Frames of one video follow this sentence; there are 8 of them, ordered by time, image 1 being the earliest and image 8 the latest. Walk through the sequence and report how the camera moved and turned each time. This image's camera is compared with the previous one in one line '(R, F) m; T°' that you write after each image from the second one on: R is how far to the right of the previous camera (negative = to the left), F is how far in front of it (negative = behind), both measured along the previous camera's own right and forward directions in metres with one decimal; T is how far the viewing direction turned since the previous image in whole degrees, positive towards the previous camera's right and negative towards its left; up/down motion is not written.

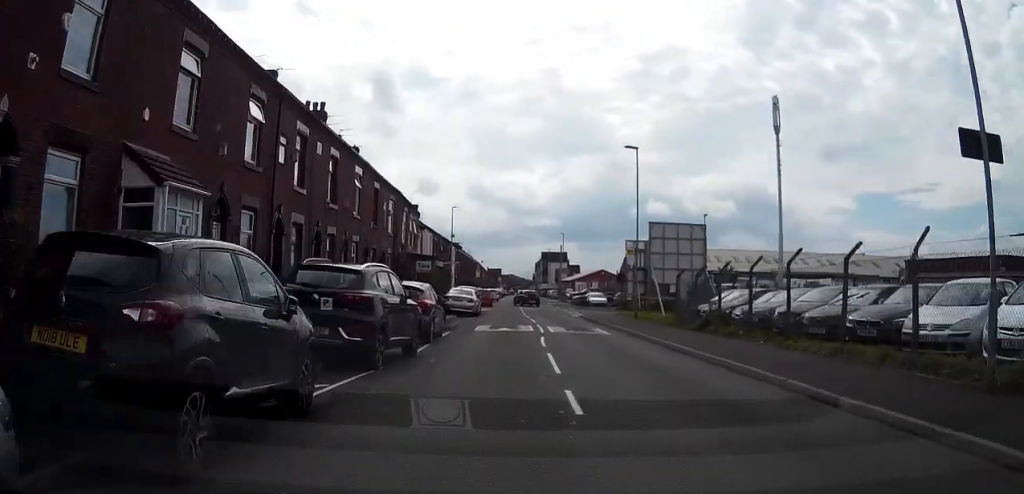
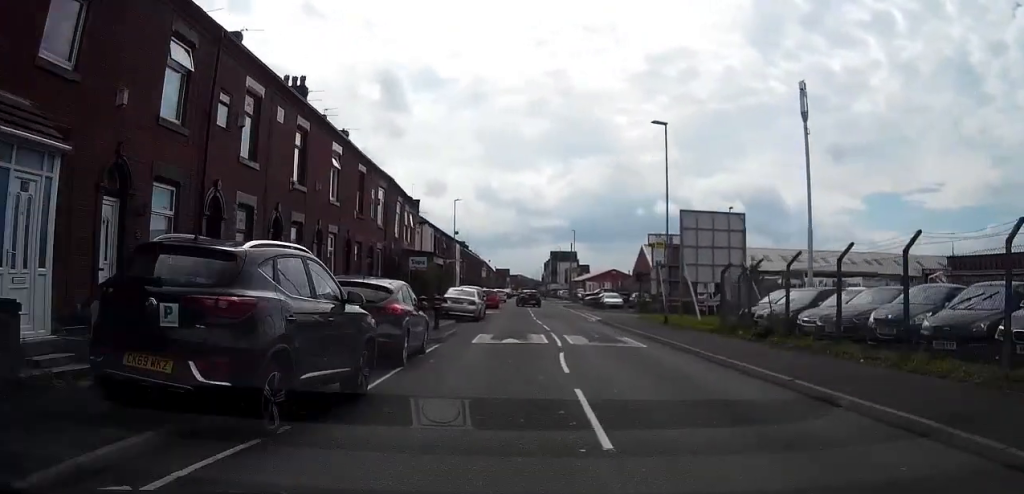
(-0.1, +4.9) m; -1°
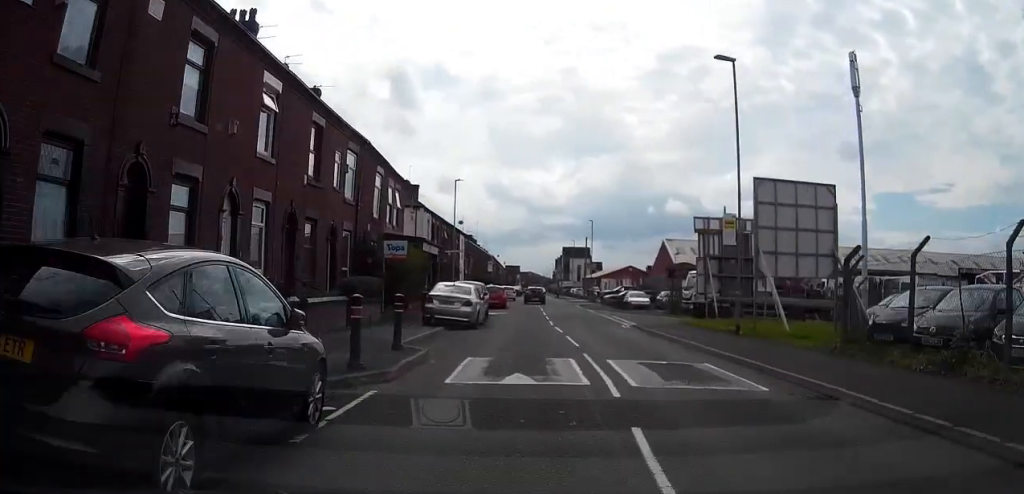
(+0.1, +8.5) m; +3°
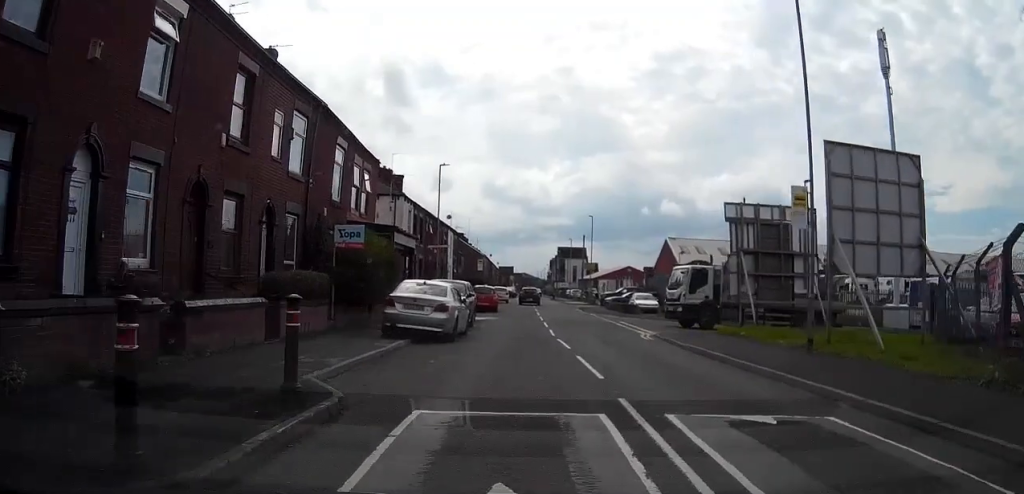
(+0.2, +6.1) m; +4°
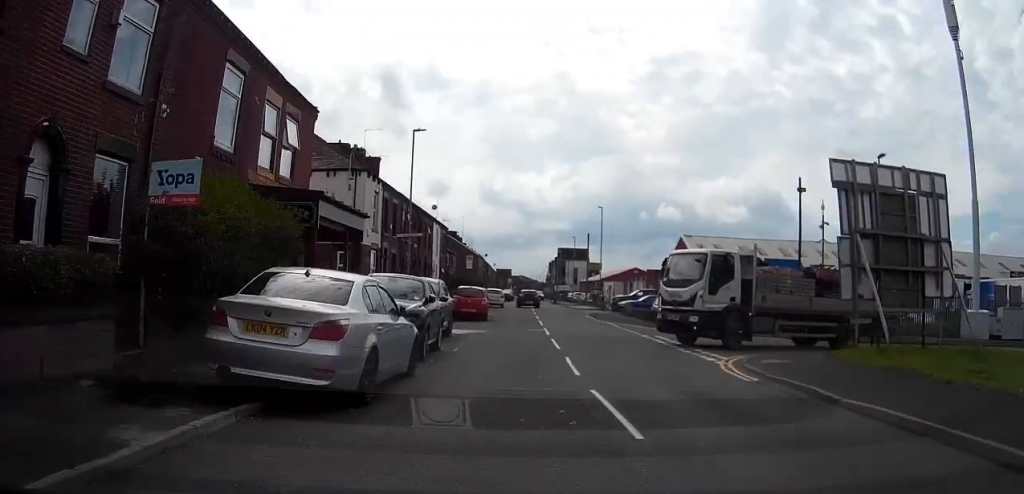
(+0.6, +10.5) m; +3°
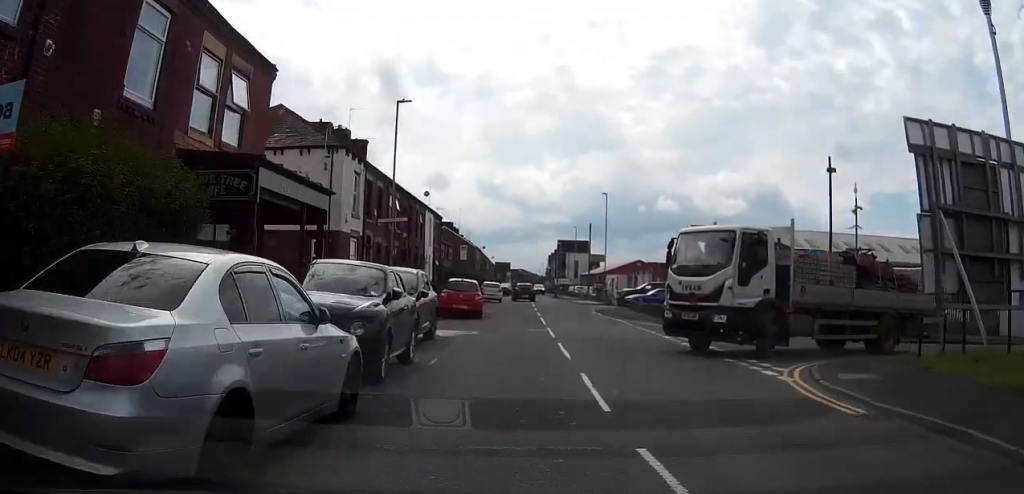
(-0.1, +4.4) m; 0°
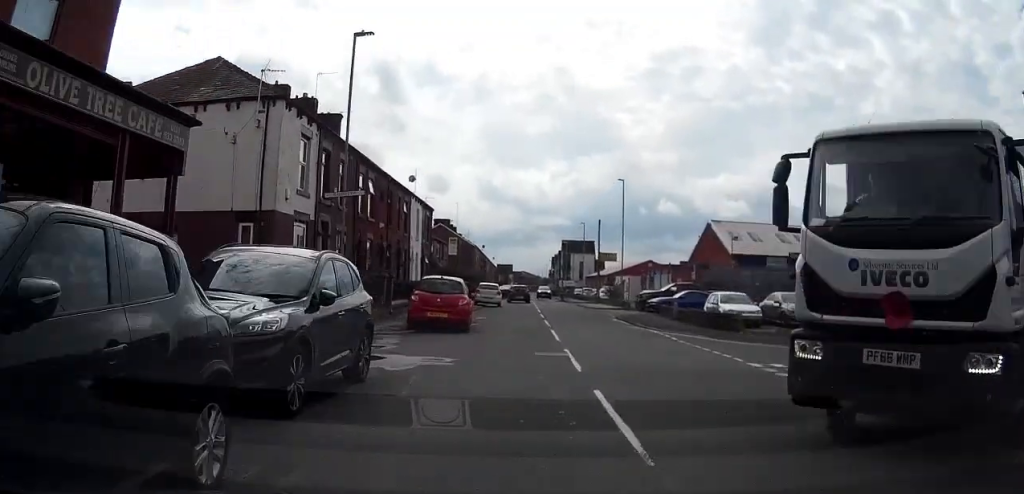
(+0.1, +9.3) m; +2°
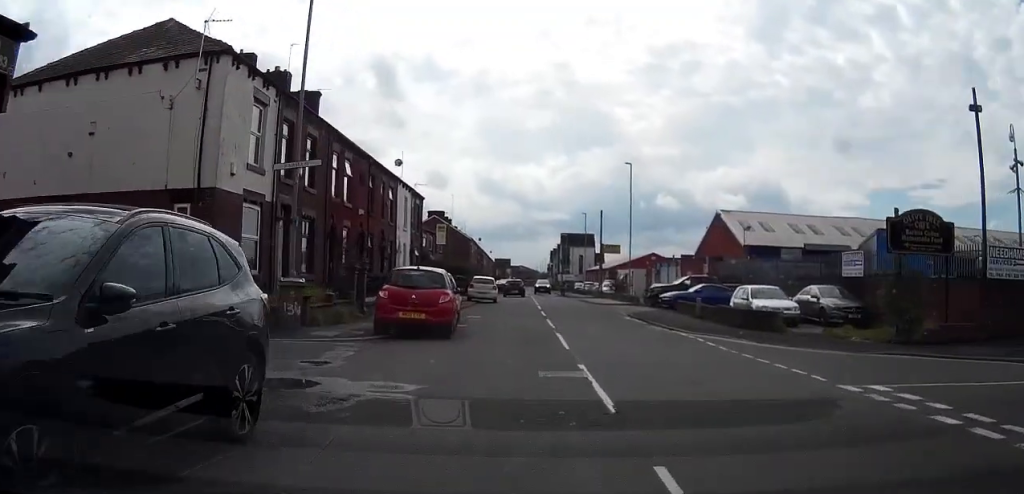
(+0.1, +4.8) m; +3°
